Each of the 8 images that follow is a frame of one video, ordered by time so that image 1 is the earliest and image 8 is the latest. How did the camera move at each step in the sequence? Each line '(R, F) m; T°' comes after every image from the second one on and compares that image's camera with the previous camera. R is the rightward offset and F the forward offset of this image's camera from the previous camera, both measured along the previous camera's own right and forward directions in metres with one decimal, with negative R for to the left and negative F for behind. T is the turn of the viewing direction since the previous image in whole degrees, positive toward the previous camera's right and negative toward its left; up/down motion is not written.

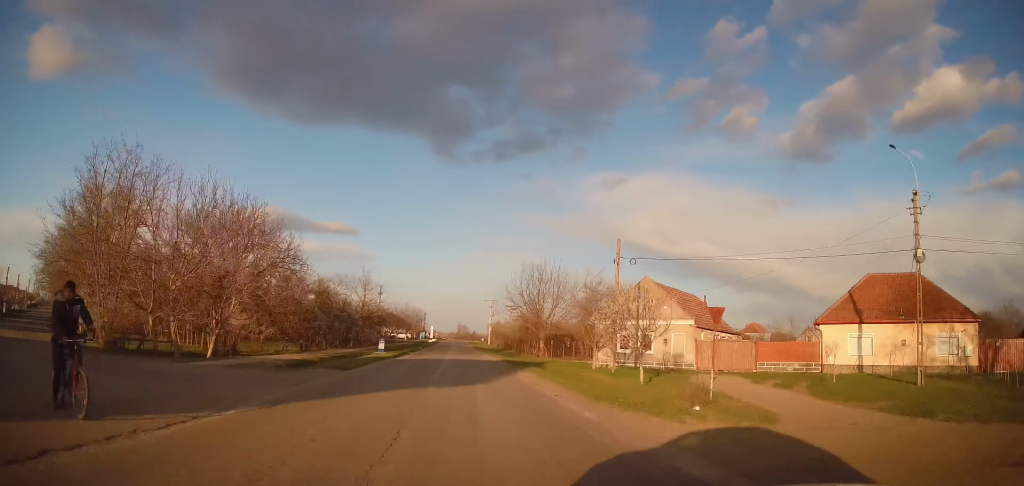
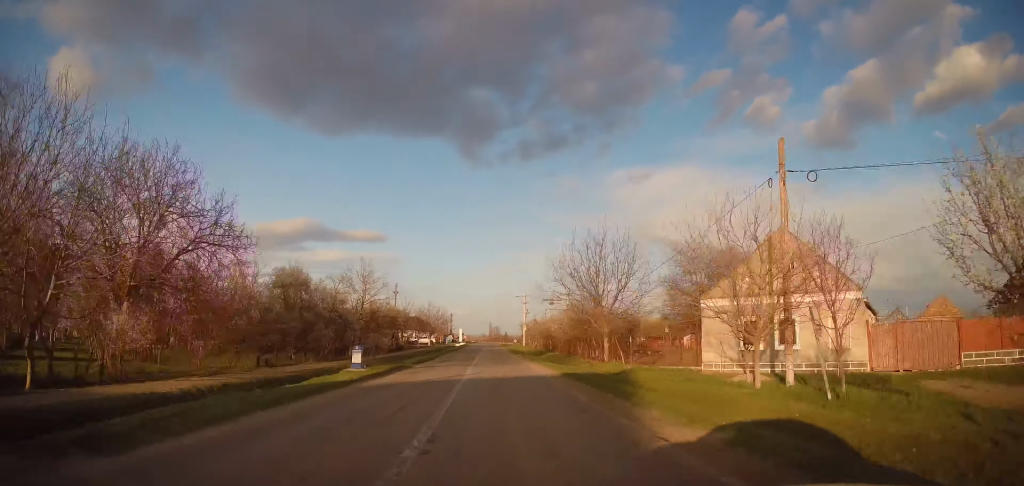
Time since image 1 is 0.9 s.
(-0.1, +14.6) m; -5°
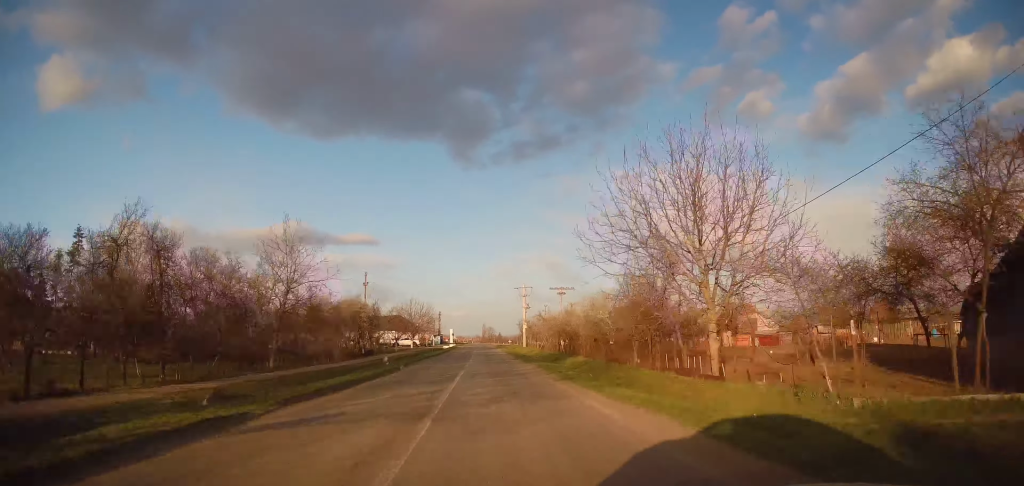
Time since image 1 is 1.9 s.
(-1.2, +17.4) m; -2°
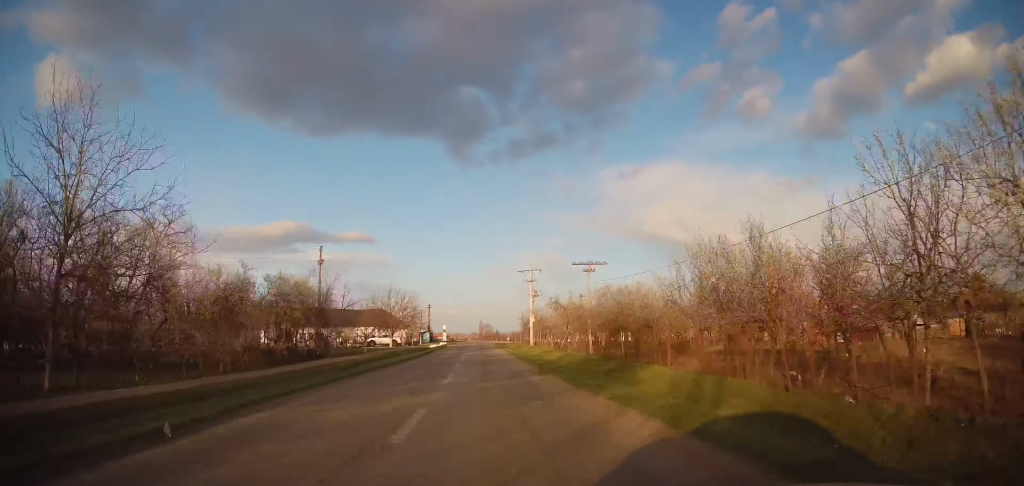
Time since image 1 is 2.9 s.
(+0.6, +18.5) m; +1°
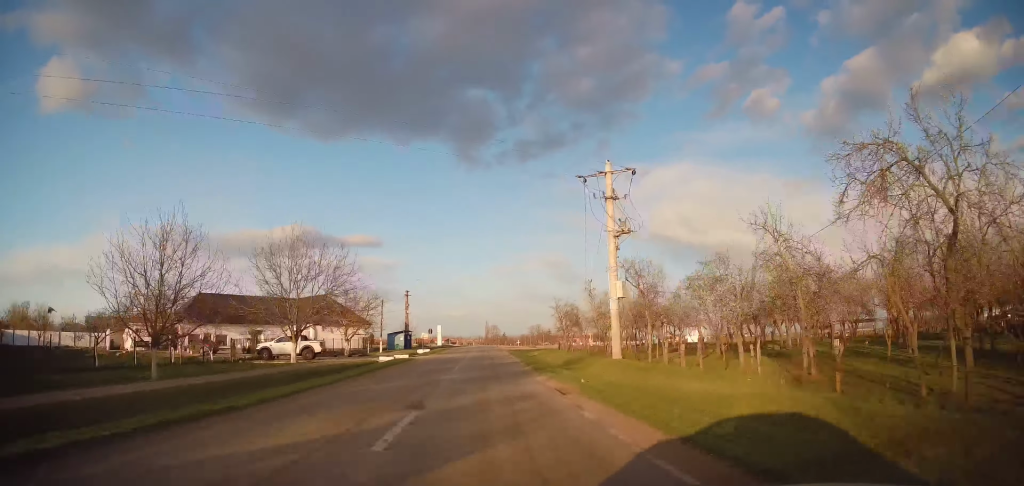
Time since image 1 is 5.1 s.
(-0.8, +41.4) m; -1°
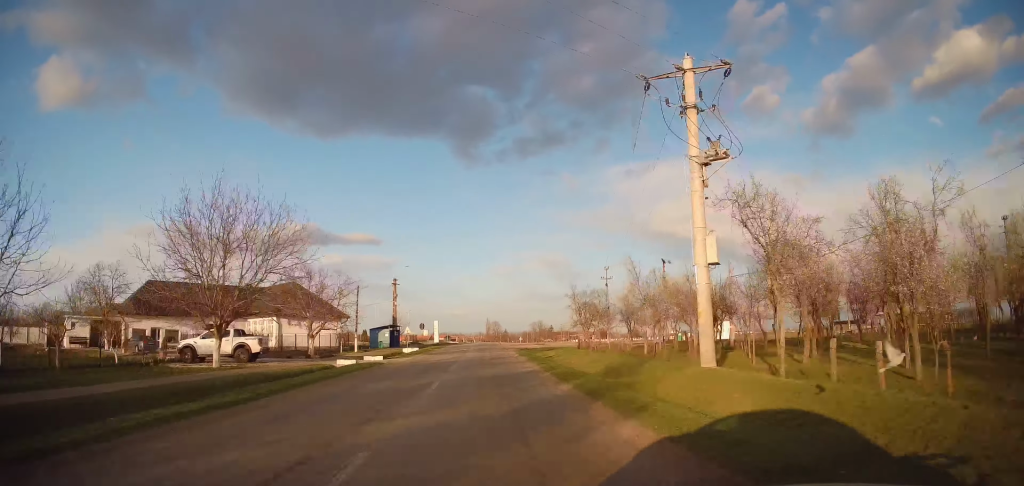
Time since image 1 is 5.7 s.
(0.0, +11.2) m; 0°
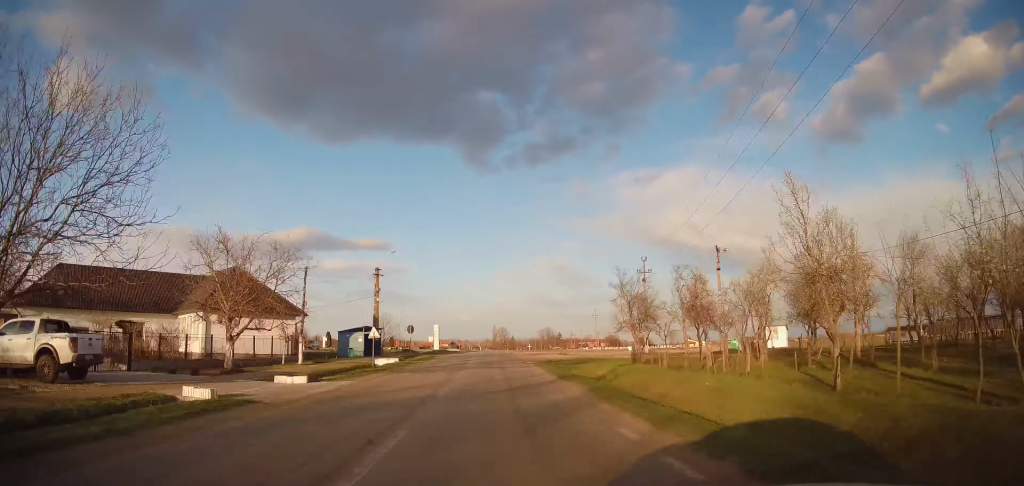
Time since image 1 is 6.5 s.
(0.0, +15.1) m; -1°
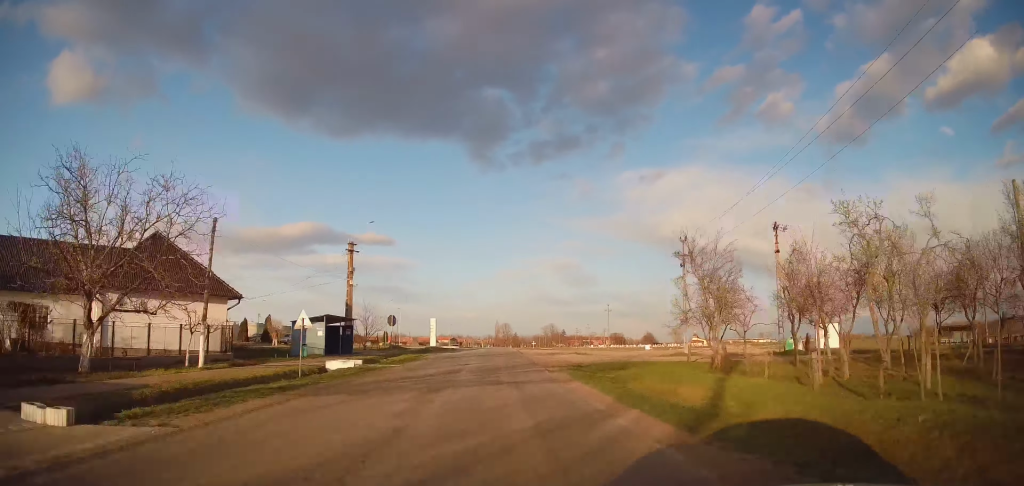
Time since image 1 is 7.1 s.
(0.0, +11.4) m; 0°
